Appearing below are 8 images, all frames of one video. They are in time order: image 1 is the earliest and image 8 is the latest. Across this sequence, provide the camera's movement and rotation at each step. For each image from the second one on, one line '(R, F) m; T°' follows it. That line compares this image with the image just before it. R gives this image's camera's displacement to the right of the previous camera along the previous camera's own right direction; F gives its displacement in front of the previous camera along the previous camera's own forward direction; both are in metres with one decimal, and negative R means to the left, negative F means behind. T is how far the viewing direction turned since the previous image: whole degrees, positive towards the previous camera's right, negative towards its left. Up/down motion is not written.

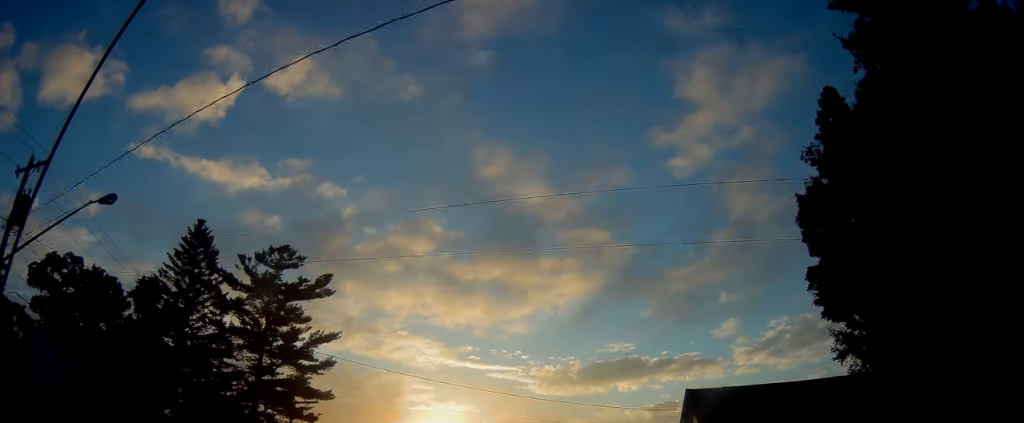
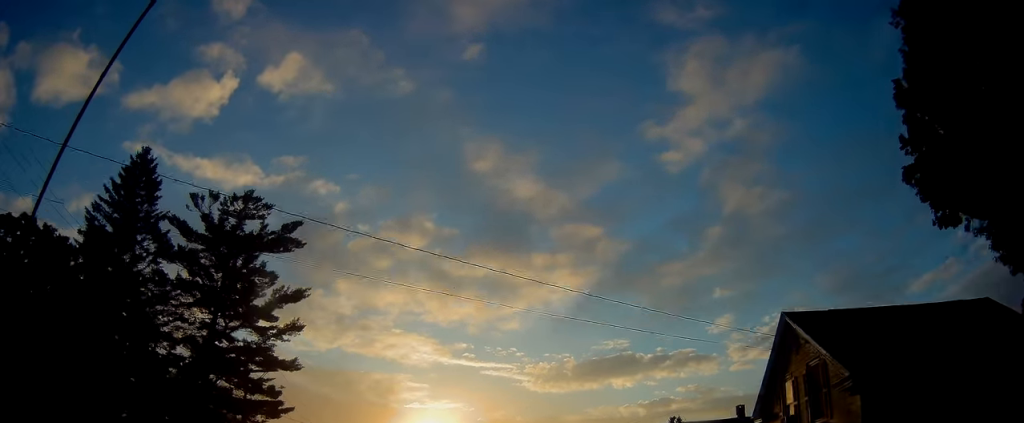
(+0.1, +8.9) m; +1°
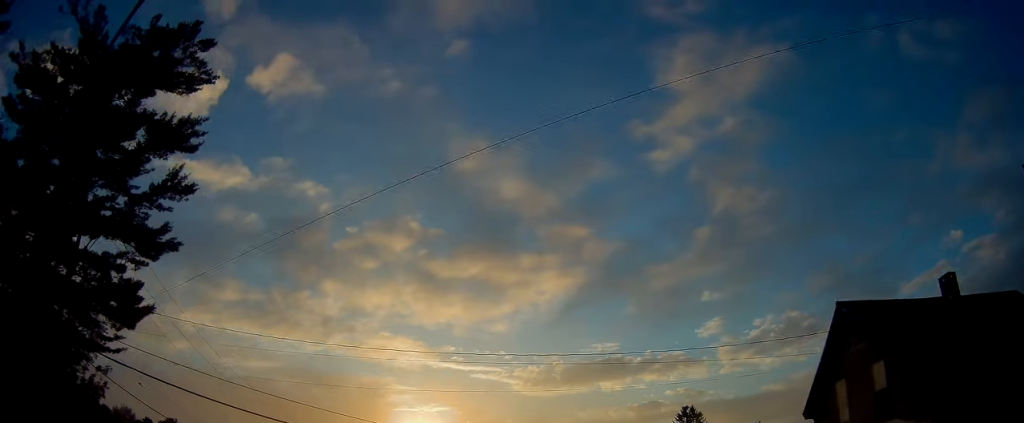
(-0.1, +18.7) m; 0°
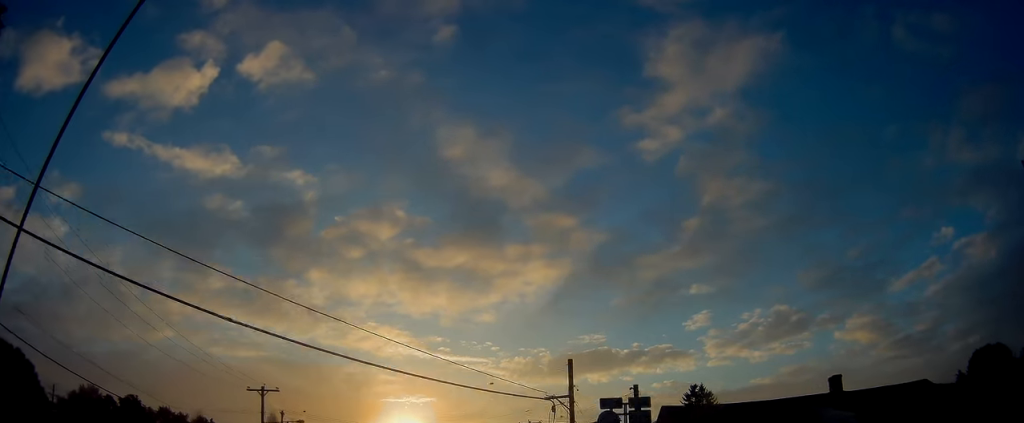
(+0.4, +15.2) m; +4°
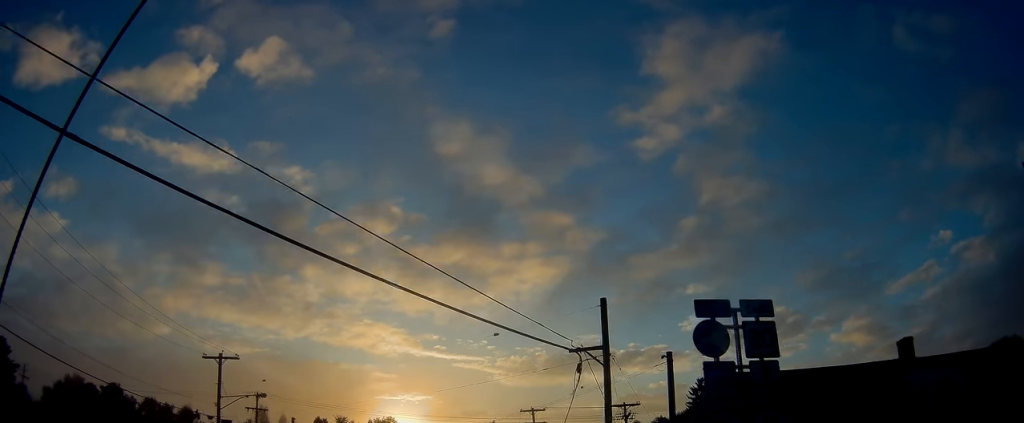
(+0.2, +7.0) m; 0°
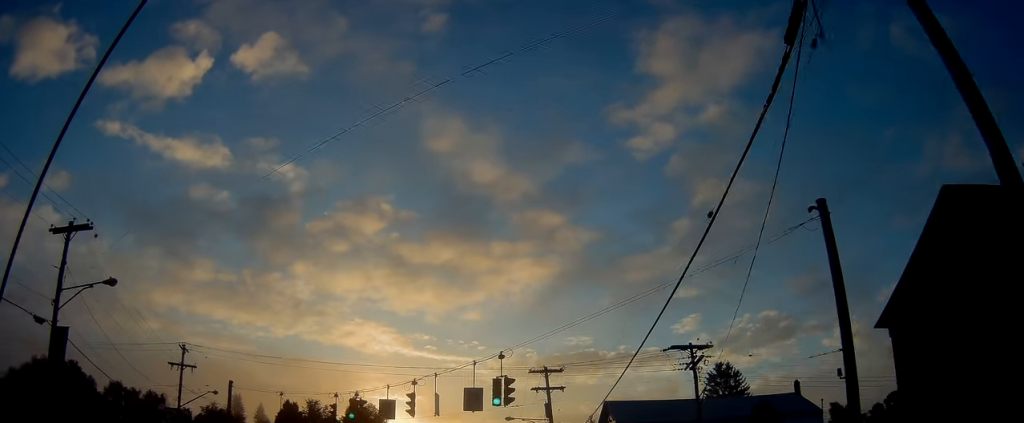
(-0.1, +15.2) m; 0°
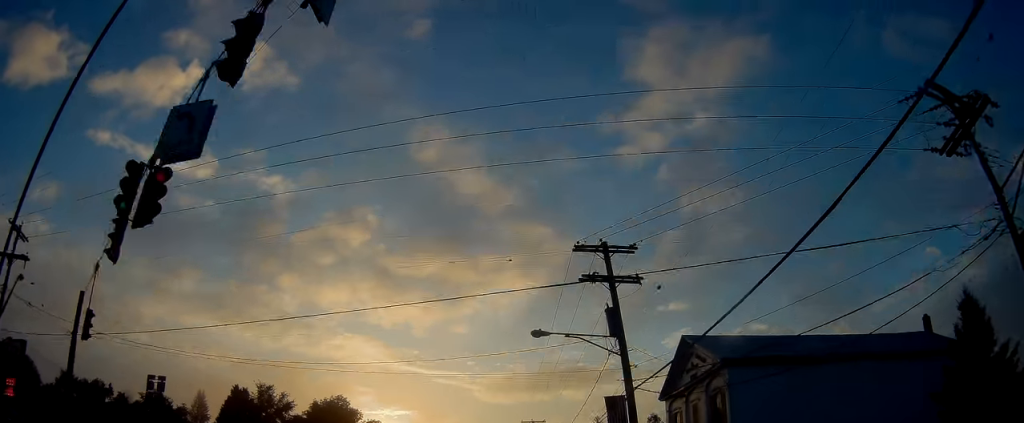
(+0.2, +20.7) m; +1°
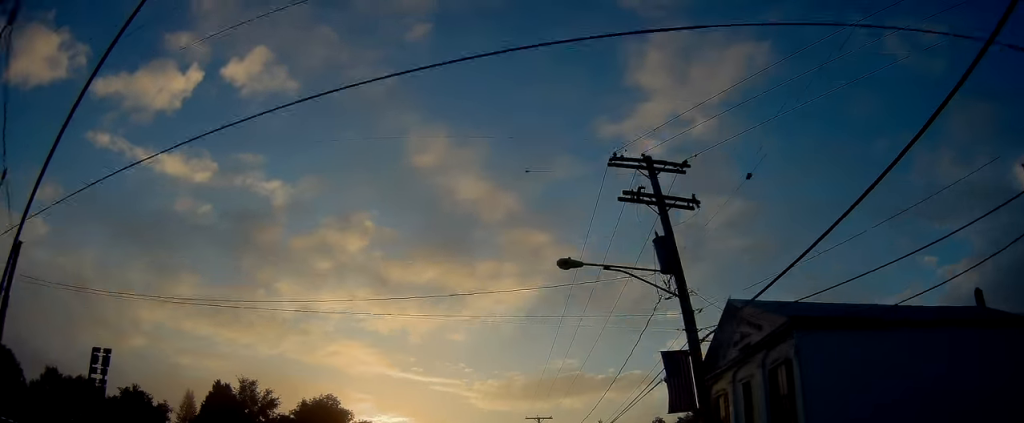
(0.0, +6.1) m; 0°
